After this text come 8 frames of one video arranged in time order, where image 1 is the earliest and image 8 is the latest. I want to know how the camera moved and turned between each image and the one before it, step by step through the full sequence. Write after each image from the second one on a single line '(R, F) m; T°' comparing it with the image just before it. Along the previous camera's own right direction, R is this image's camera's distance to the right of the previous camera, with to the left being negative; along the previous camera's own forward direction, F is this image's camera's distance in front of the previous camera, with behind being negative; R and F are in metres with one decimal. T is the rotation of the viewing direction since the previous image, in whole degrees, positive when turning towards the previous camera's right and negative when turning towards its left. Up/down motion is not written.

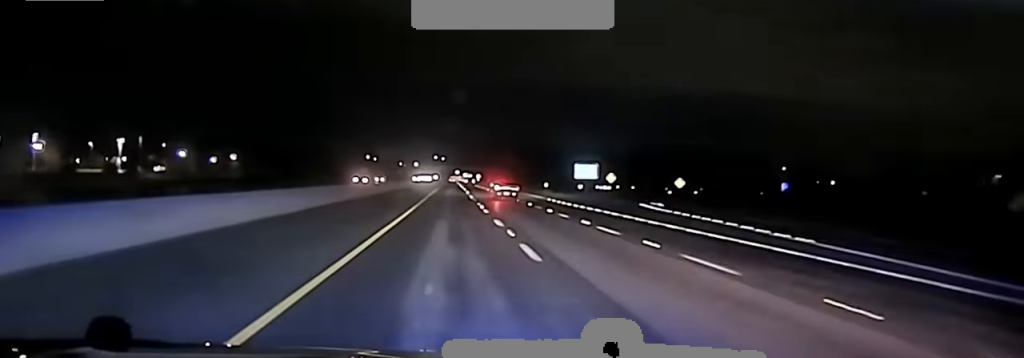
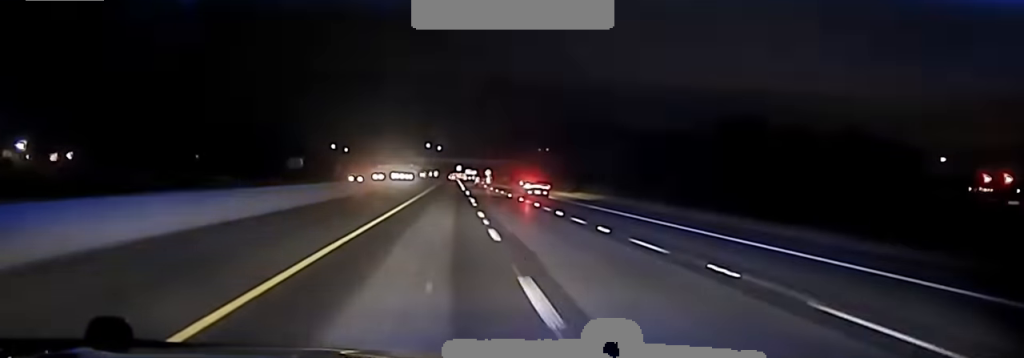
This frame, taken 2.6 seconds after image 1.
(+1.9, +138.3) m; +1°
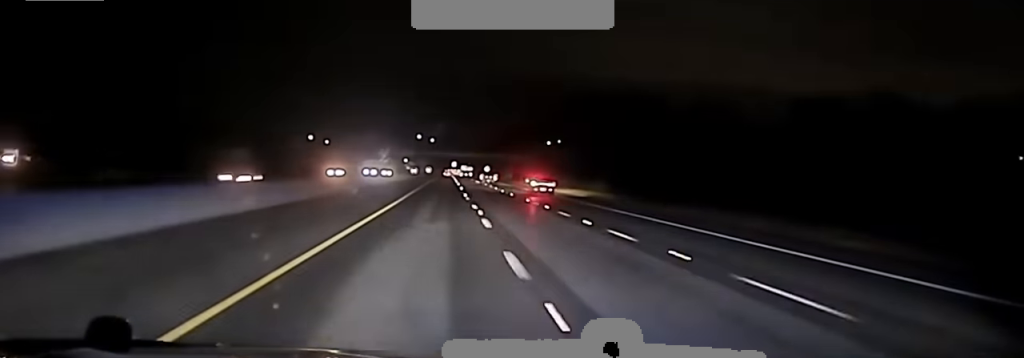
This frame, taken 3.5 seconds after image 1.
(0.0, +46.7) m; -1°
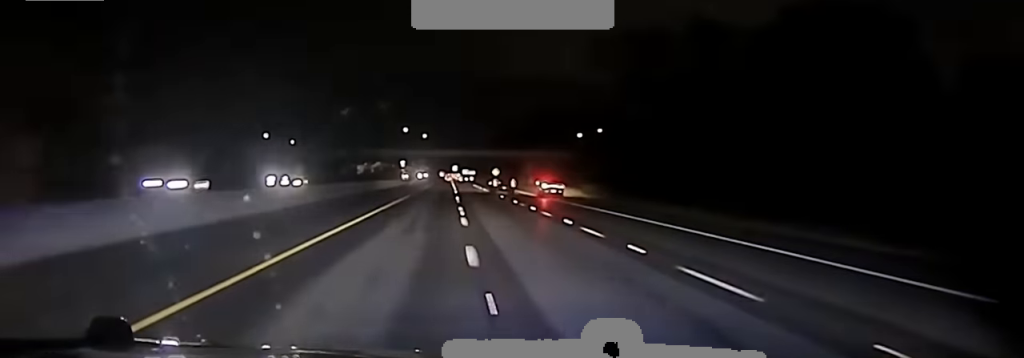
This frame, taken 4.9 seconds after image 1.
(-0.4, +76.1) m; 0°
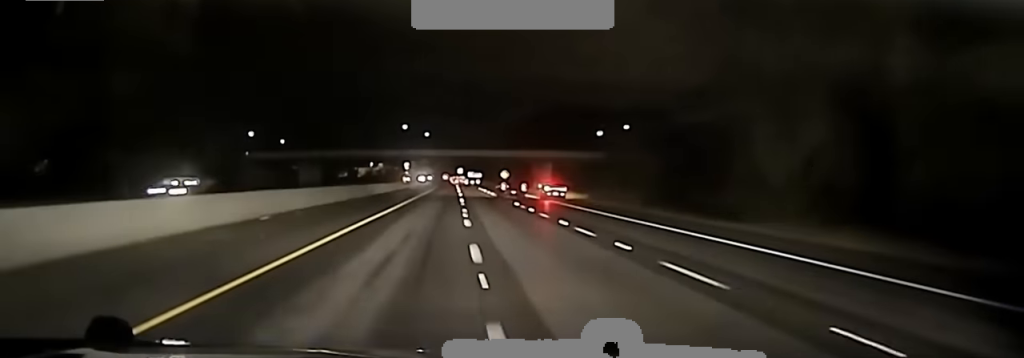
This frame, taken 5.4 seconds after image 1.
(+0.2, +23.4) m; 0°
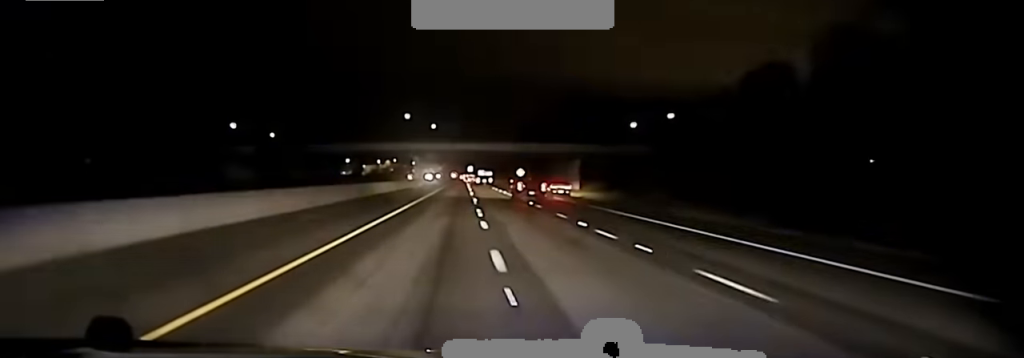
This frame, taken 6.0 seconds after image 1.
(-0.1, +29.0) m; 0°
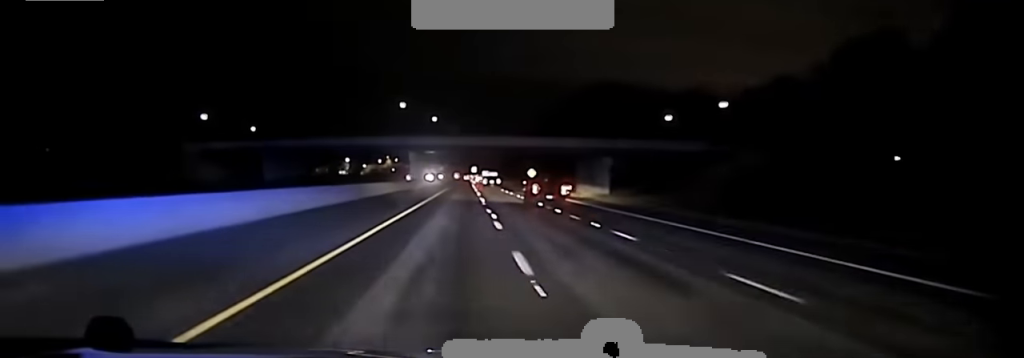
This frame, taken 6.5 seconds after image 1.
(-0.1, +24.8) m; 0°
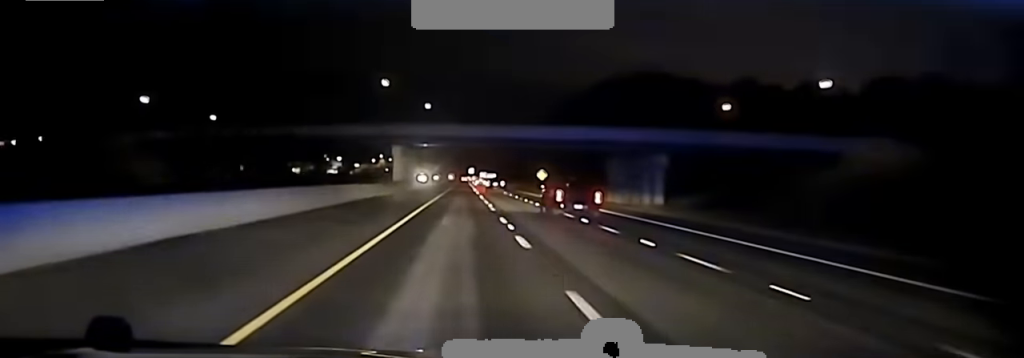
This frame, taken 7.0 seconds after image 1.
(+0.2, +28.8) m; -1°
